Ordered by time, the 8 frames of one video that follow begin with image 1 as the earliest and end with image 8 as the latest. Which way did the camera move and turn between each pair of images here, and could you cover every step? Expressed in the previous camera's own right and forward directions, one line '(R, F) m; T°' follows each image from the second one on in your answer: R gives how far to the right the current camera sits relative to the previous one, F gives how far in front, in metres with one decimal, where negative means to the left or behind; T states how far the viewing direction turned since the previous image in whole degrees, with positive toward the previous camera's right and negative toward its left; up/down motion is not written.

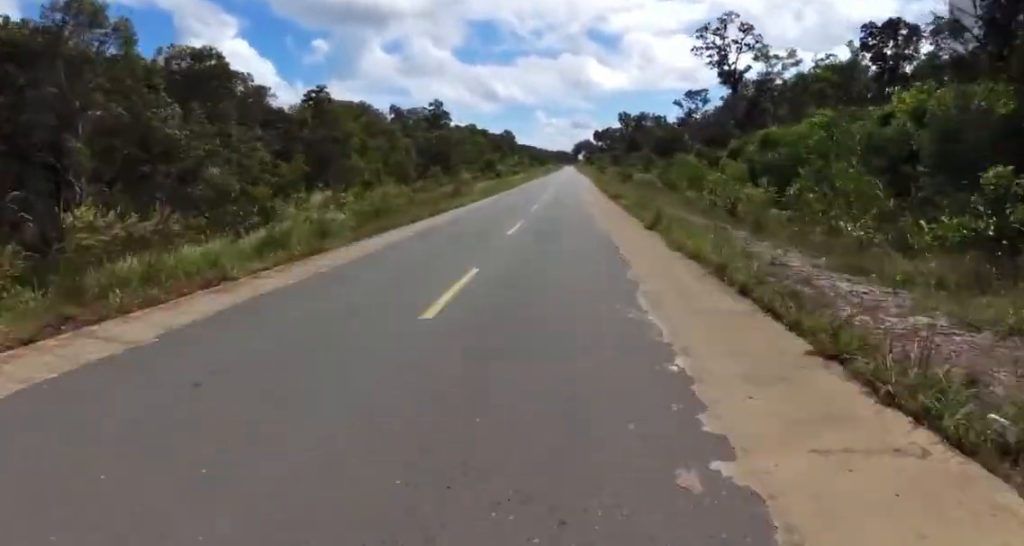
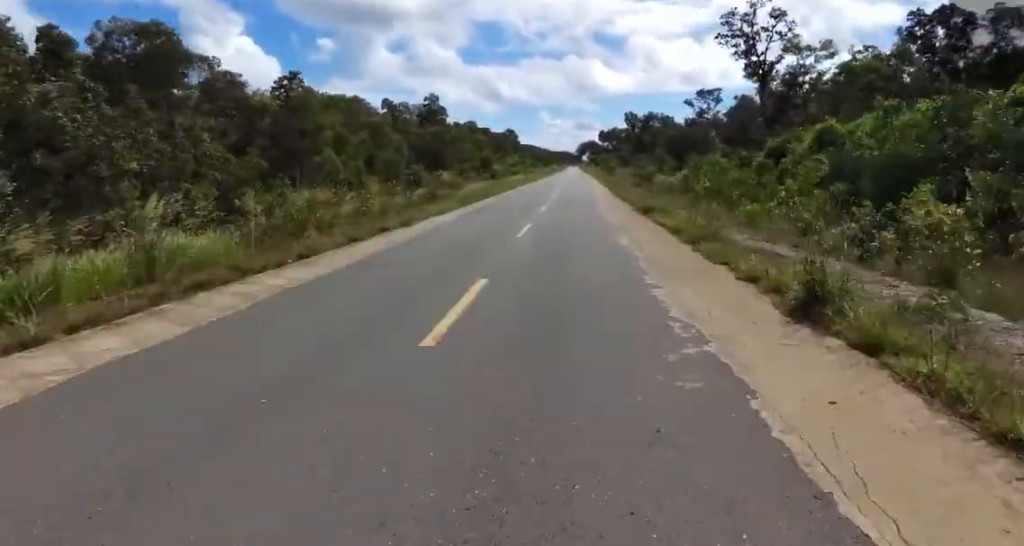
(0.0, +9.3) m; 0°
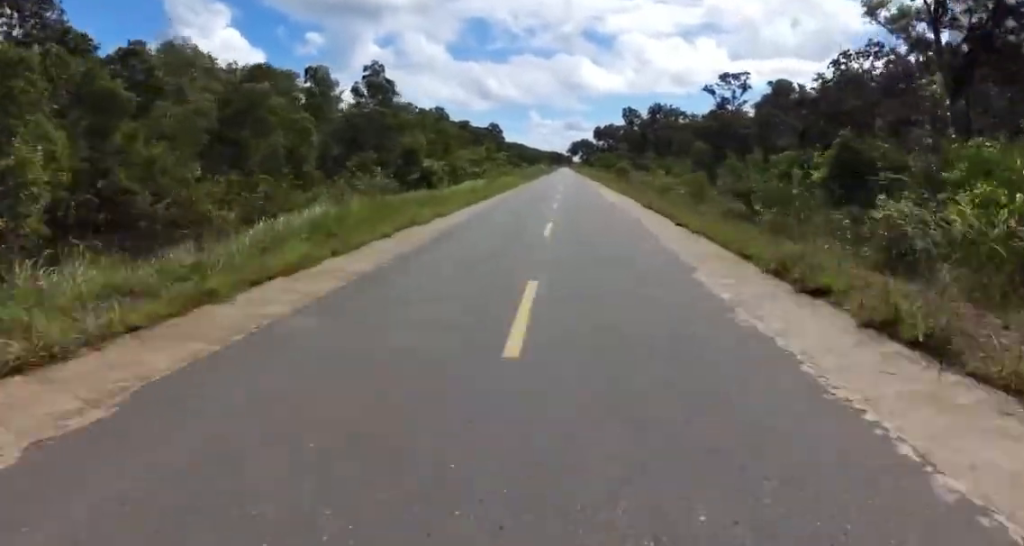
(-0.1, +32.5) m; 0°
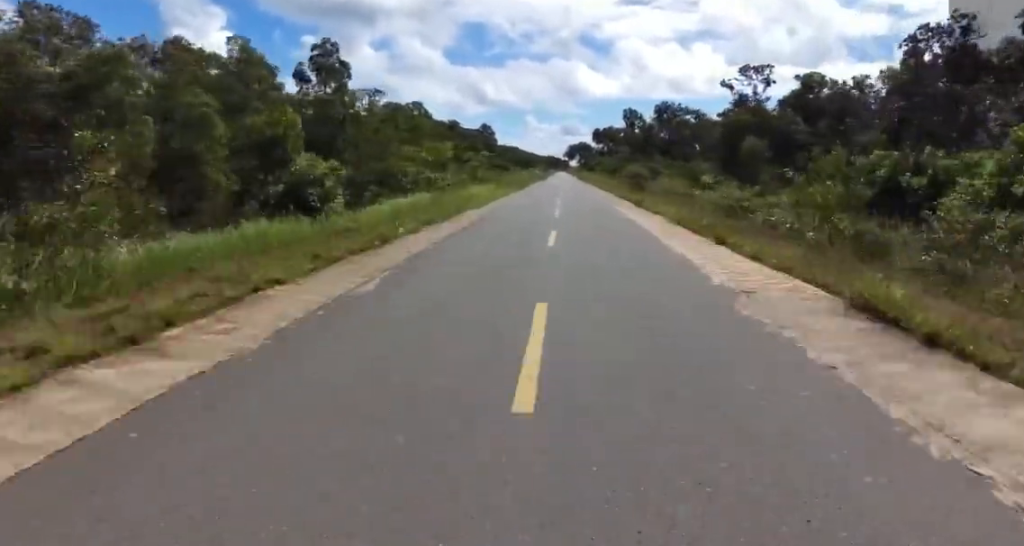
(-0.1, +17.3) m; 0°
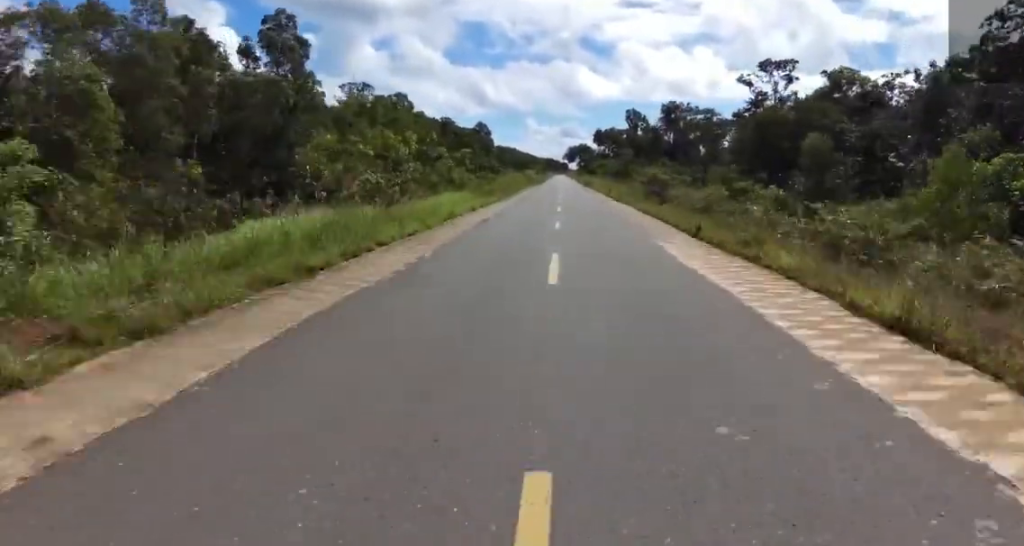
(0.0, +12.5) m; 0°
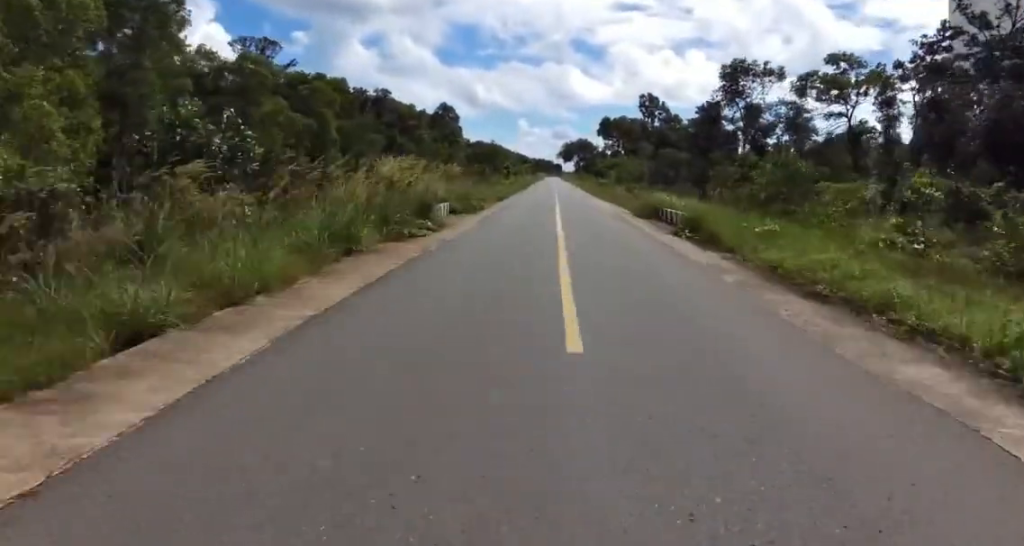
(+1.6, +61.1) m; +3°
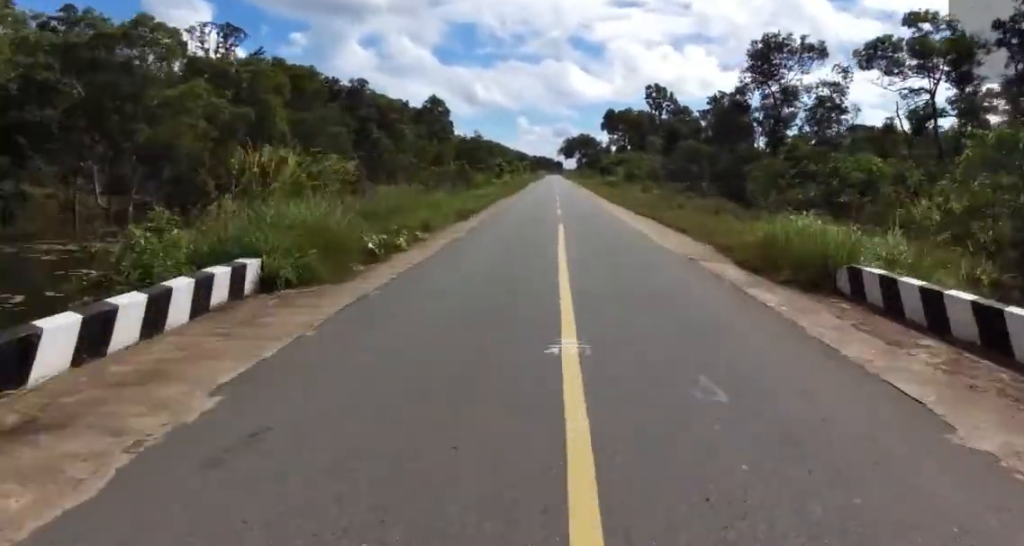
(+0.1, +14.9) m; -1°
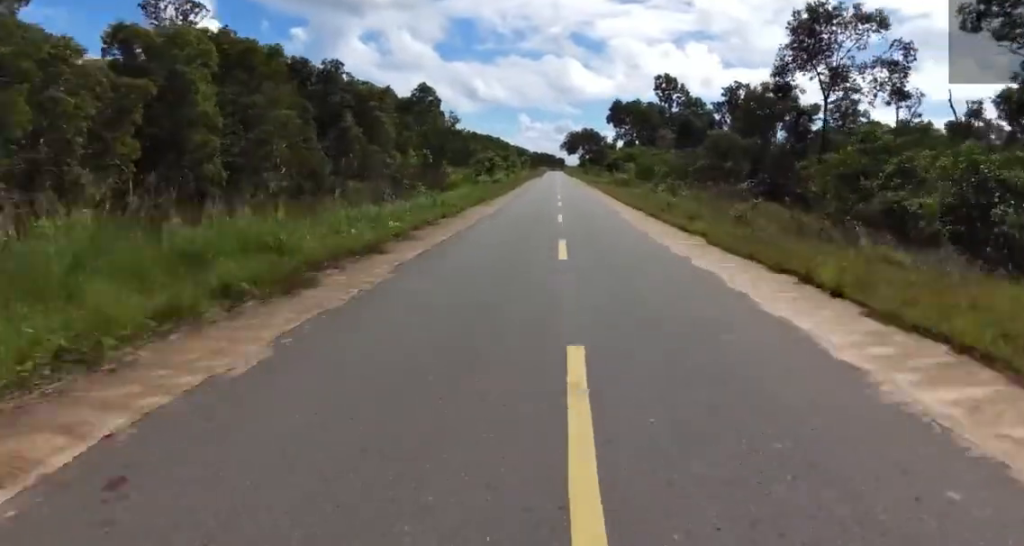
(-0.4, +13.0) m; -1°
